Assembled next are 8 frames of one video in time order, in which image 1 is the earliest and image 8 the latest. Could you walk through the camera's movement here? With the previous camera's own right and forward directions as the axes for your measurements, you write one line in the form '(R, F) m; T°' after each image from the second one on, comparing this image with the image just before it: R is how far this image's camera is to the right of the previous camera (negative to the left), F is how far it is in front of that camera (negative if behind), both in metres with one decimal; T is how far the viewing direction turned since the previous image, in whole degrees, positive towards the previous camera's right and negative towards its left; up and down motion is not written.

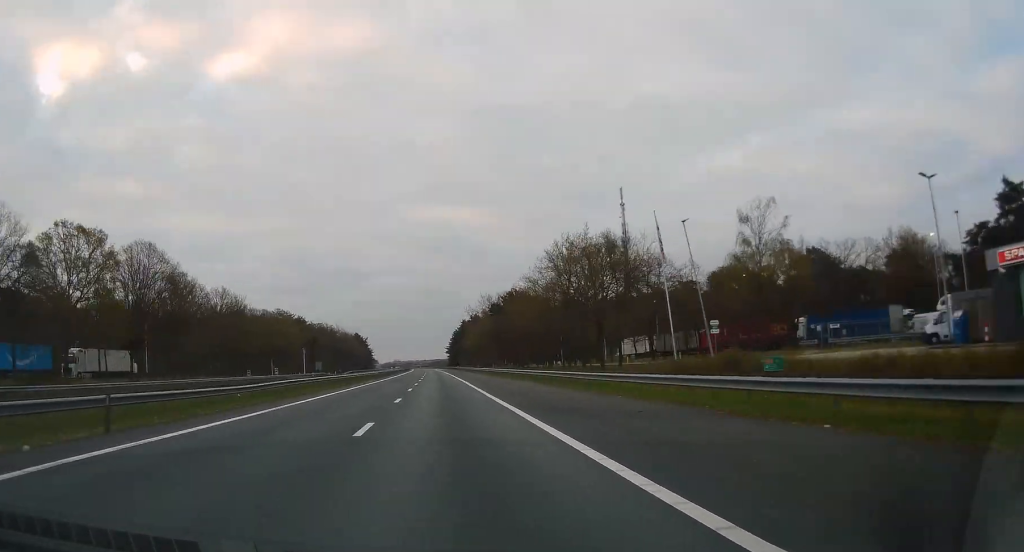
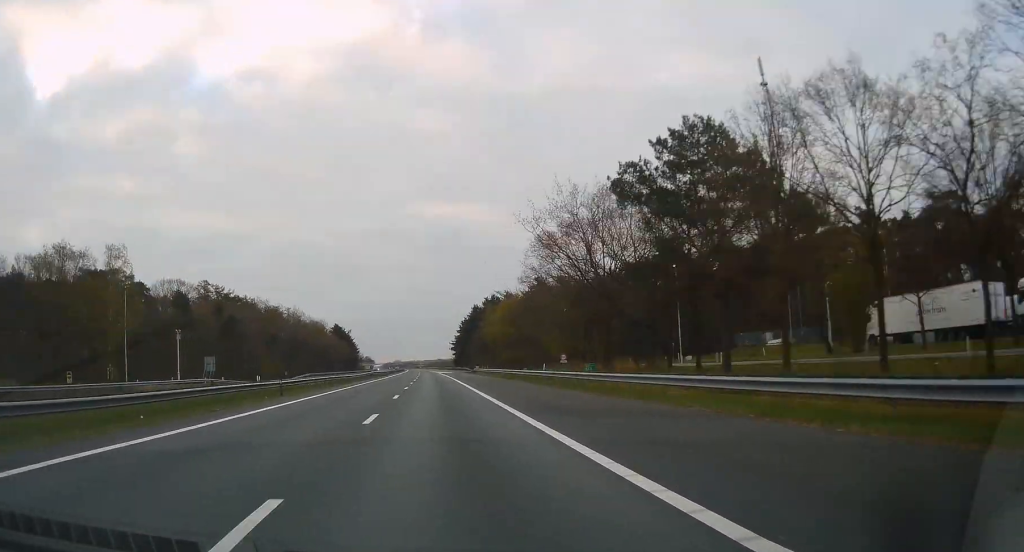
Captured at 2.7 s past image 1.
(+0.3, +78.6) m; 0°
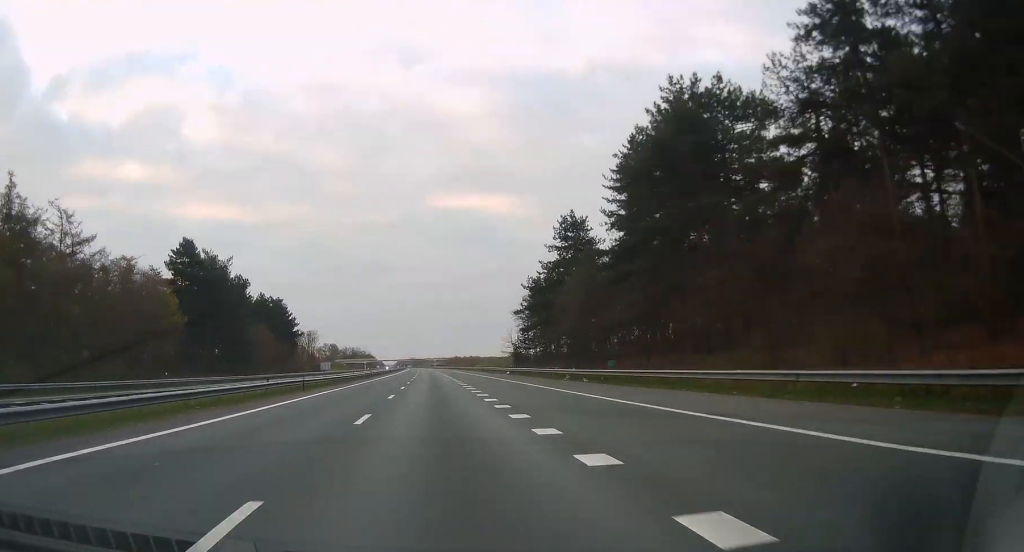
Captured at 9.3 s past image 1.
(-2.6, +188.8) m; -1°
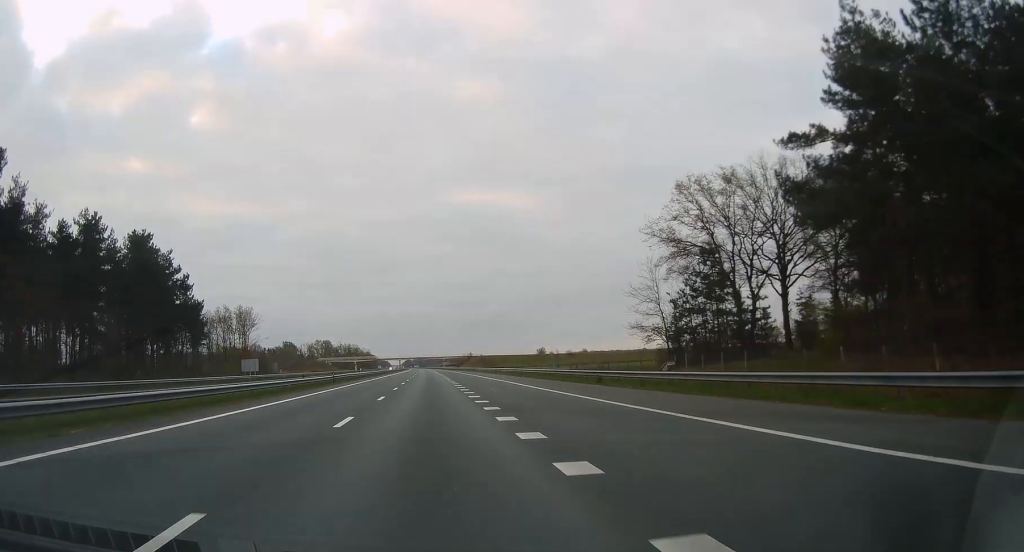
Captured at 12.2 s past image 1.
(-0.4, +85.9) m; 0°
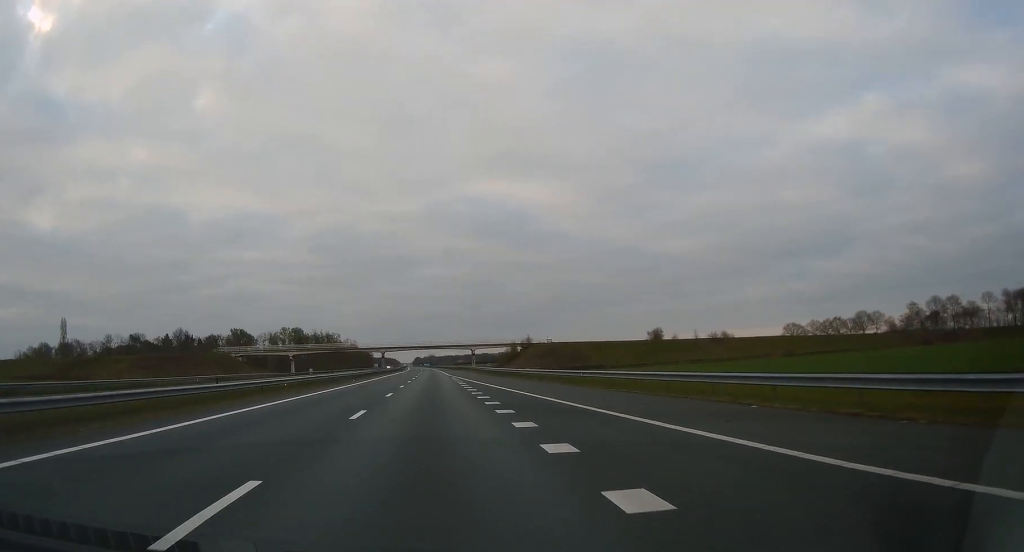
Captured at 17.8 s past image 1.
(-1.3, +172.1) m; -1°
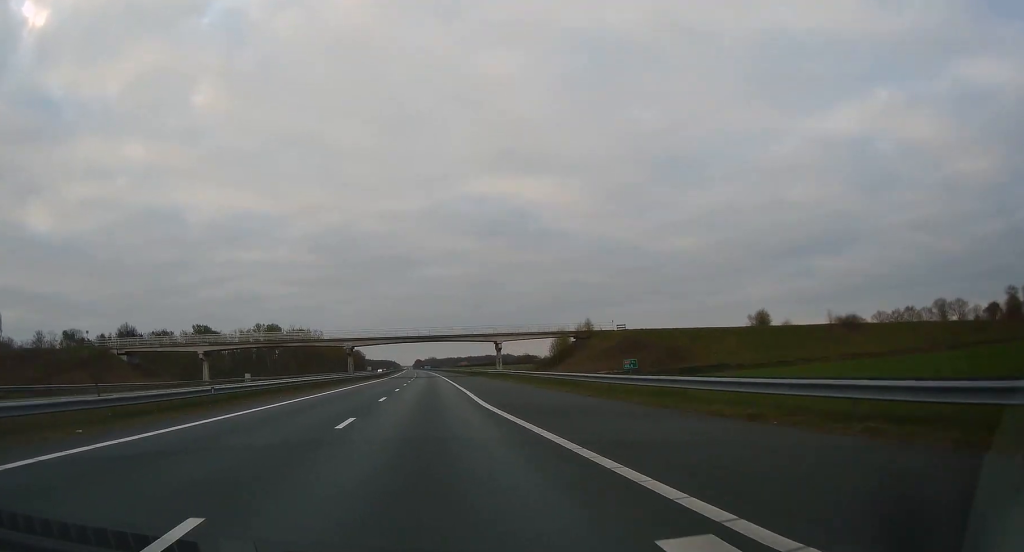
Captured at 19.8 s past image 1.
(-0.4, +63.8) m; 0°
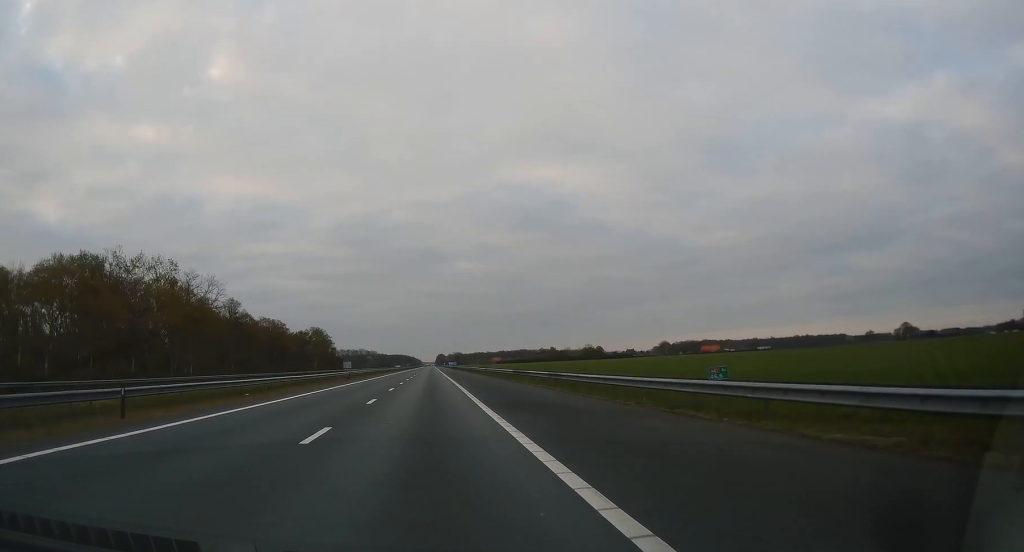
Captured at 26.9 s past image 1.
(-2.7, +213.2) m; -1°
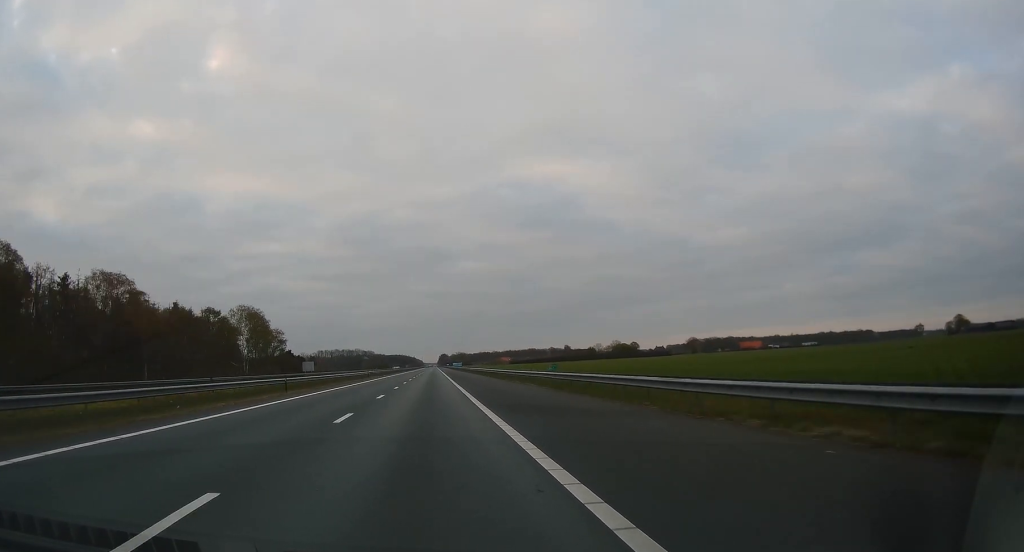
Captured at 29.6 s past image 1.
(-0.8, +81.5) m; 0°
